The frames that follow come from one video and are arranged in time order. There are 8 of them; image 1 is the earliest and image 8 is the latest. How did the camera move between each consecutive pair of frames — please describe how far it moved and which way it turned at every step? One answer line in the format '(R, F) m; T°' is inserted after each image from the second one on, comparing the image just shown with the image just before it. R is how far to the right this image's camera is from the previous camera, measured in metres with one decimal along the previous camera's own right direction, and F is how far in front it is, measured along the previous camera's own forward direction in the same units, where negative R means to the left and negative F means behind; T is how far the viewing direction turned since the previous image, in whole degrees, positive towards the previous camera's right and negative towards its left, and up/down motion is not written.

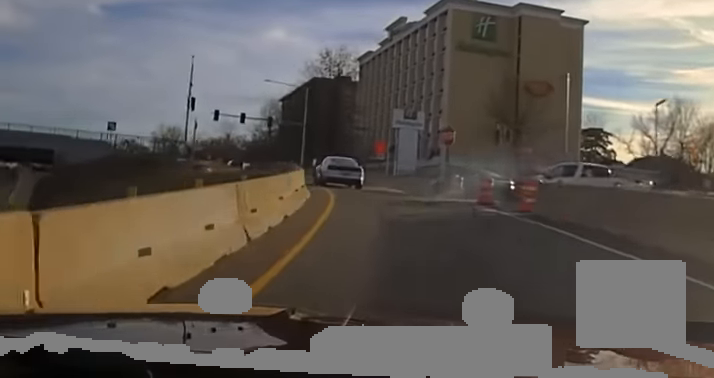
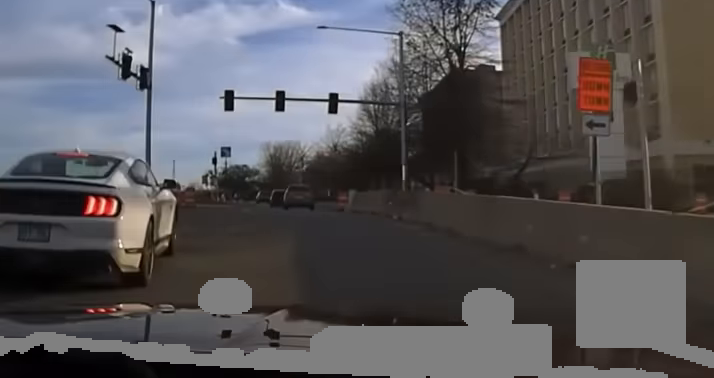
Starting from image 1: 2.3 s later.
(-5.4, +43.7) m; -15°
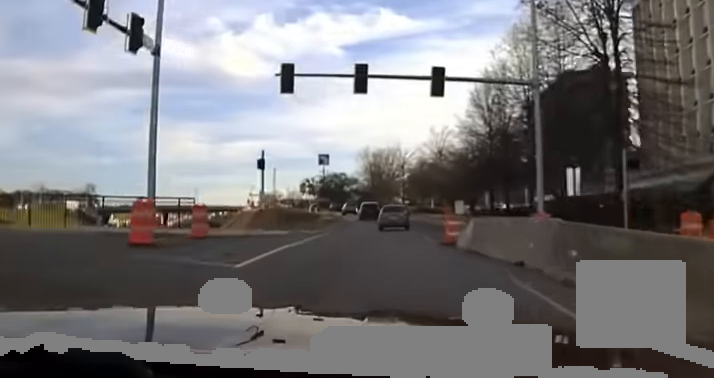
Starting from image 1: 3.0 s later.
(-0.4, +11.8) m; -5°
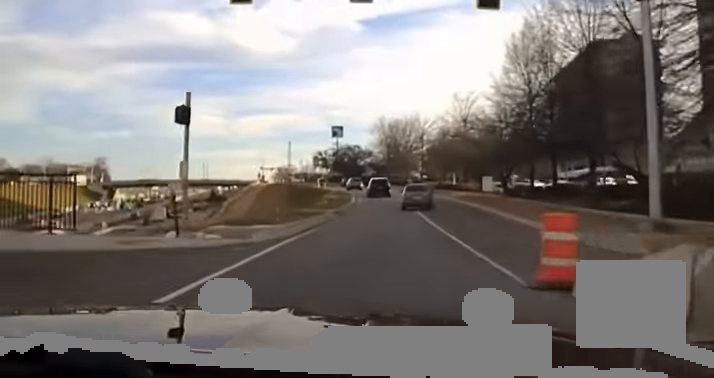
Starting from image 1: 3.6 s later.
(-0.5, +10.8) m; -2°
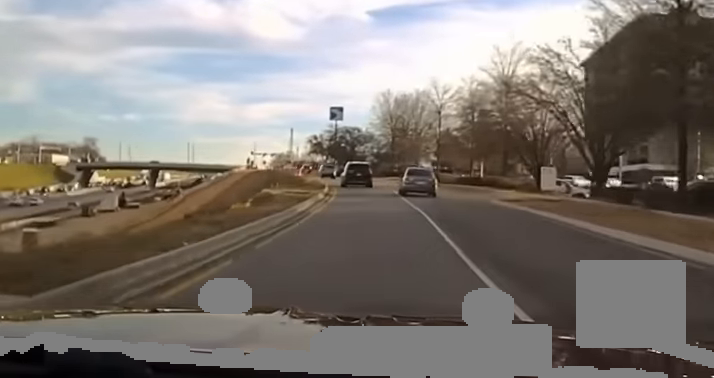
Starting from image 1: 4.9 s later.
(-0.8, +27.2) m; -2°
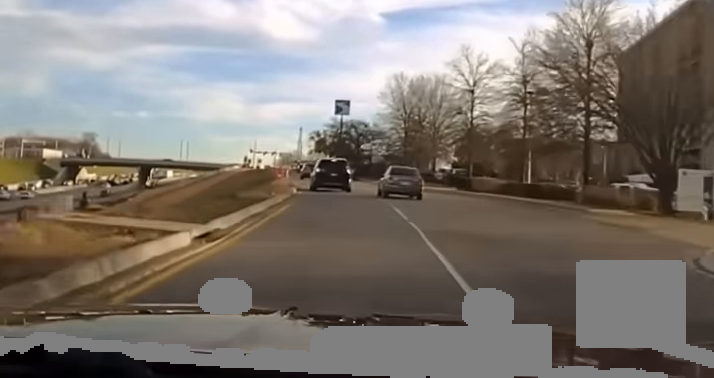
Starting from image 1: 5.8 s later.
(-0.1, +23.2) m; -1°
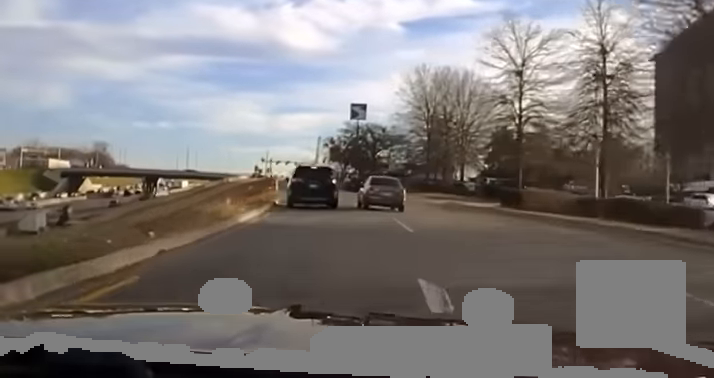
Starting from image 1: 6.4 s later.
(-0.2, +15.8) m; -2°
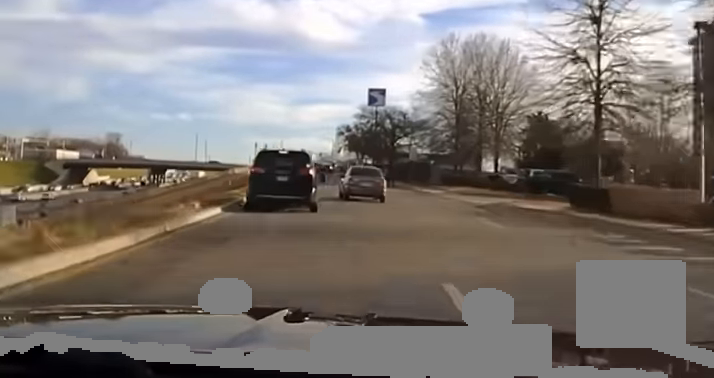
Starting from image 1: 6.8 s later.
(0.0, +13.9) m; -2°
